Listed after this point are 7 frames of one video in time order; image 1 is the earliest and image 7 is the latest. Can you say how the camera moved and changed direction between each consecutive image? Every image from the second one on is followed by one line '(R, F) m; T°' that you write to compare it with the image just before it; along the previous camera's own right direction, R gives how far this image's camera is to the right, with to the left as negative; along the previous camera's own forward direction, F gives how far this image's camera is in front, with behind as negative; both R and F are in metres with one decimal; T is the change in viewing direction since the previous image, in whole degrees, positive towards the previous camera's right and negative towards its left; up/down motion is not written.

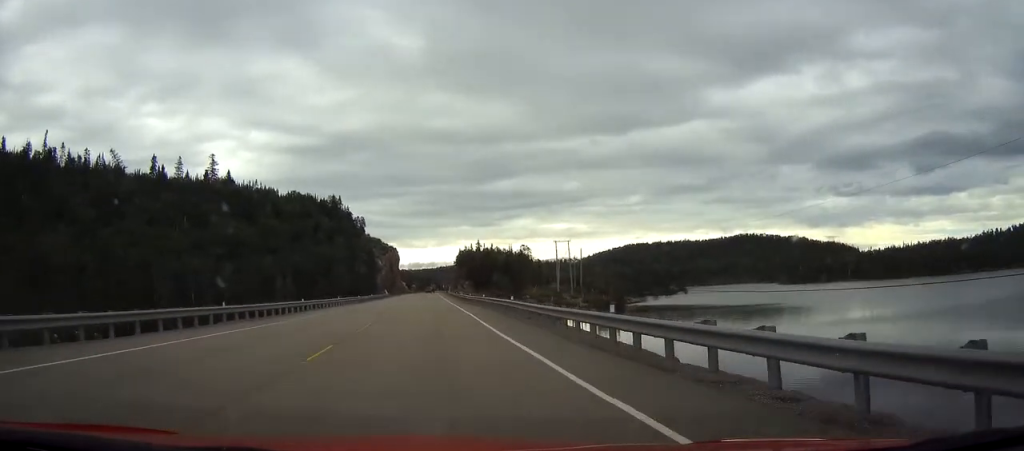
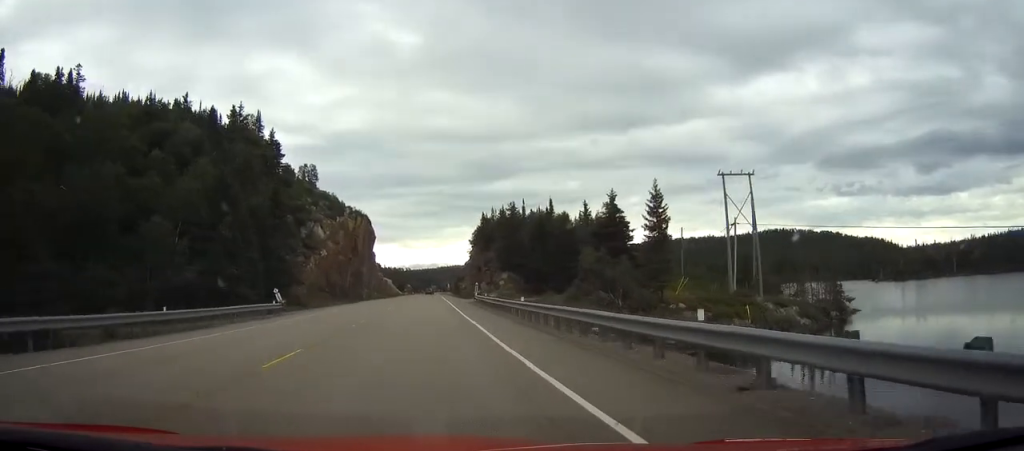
(+0.3, +101.2) m; 0°
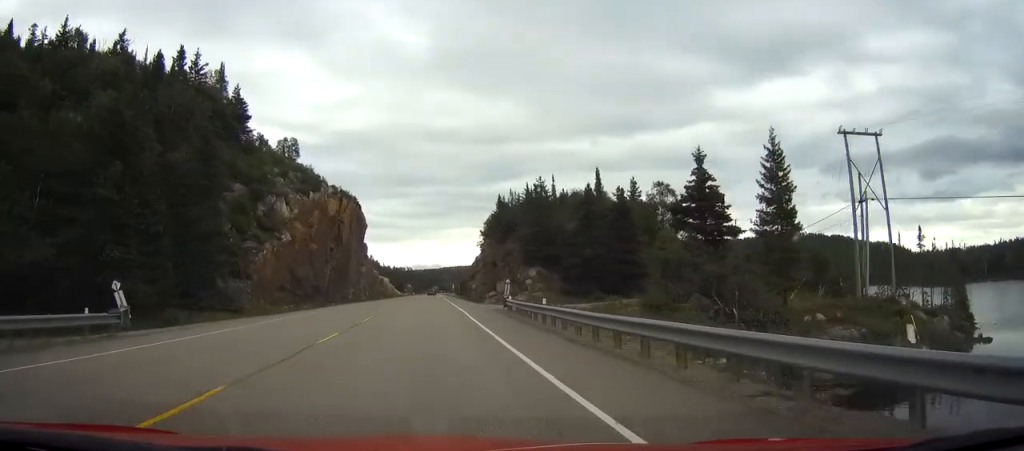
(0.0, +23.7) m; 0°
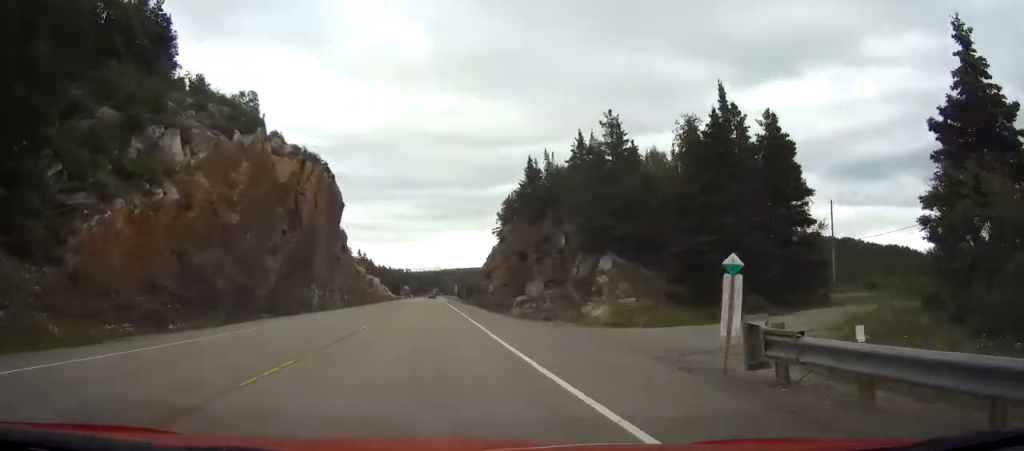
(0.0, +29.4) m; 0°
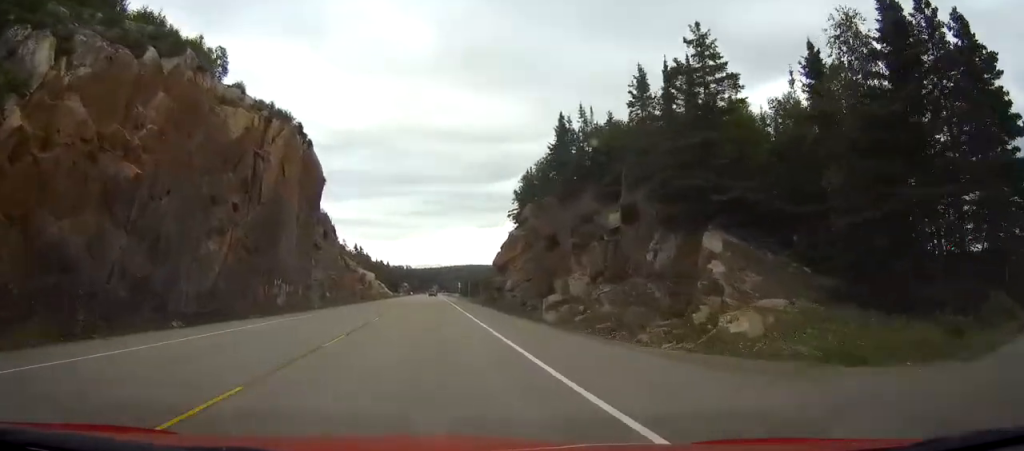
(0.0, +15.9) m; 0°
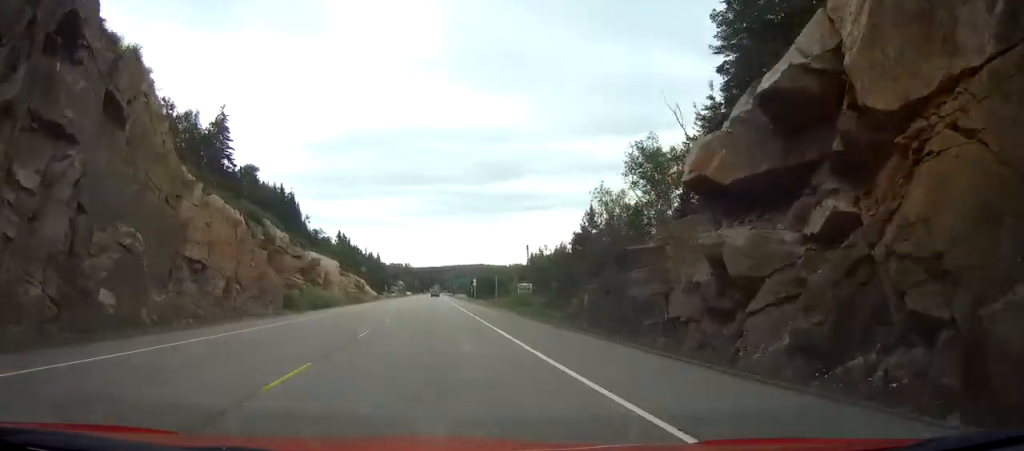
(0.0, +52.3) m; 0°
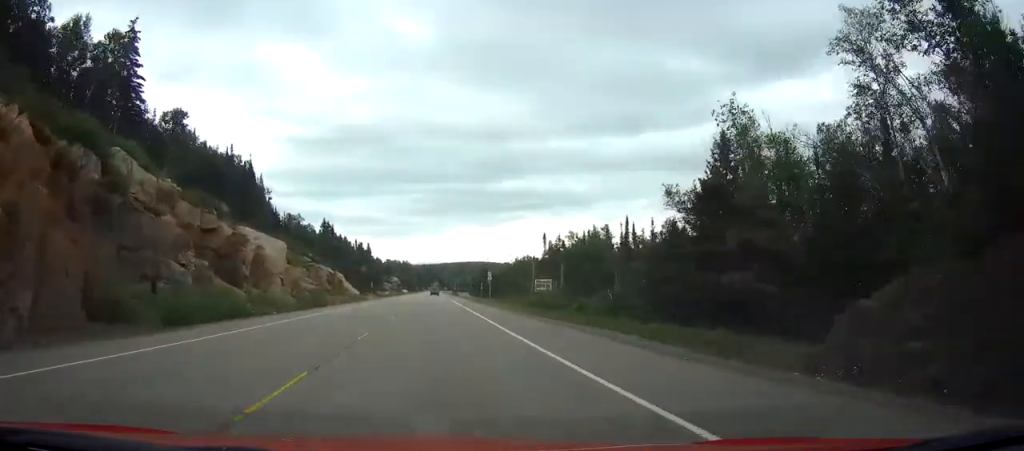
(0.0, +28.4) m; 0°
